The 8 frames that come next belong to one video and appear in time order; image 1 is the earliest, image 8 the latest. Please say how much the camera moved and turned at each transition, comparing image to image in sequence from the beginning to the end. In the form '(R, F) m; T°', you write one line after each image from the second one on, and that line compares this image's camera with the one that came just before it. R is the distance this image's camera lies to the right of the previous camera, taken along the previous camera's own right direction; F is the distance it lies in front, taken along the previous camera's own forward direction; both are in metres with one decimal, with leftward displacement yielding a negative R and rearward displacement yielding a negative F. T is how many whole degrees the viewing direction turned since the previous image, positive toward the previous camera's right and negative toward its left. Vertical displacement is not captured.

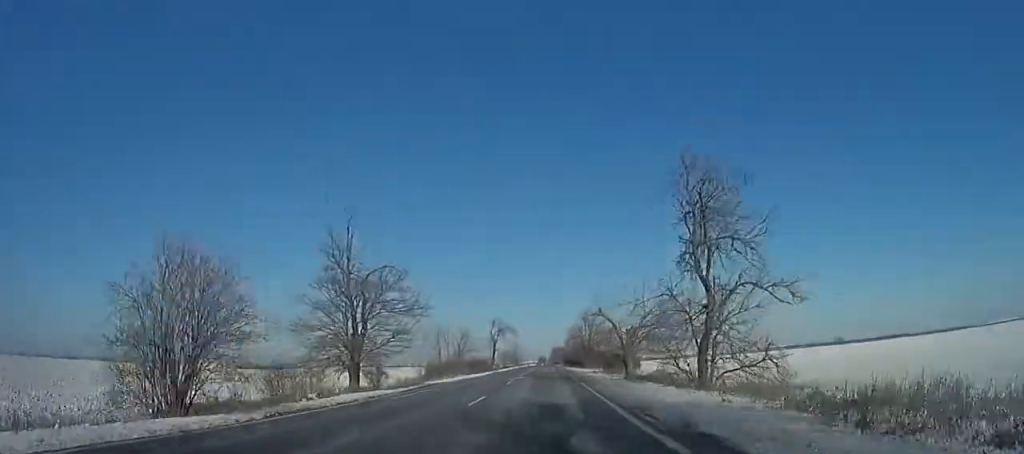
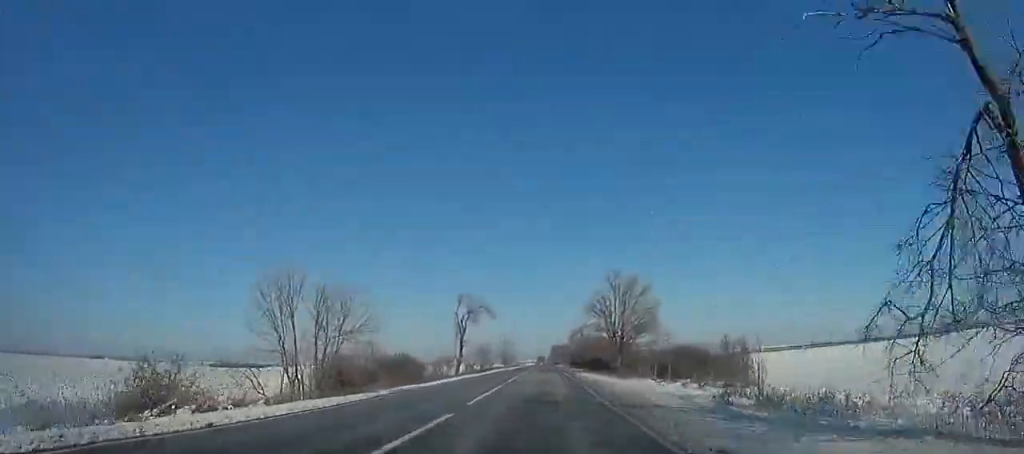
(-0.1, +35.5) m; +1°
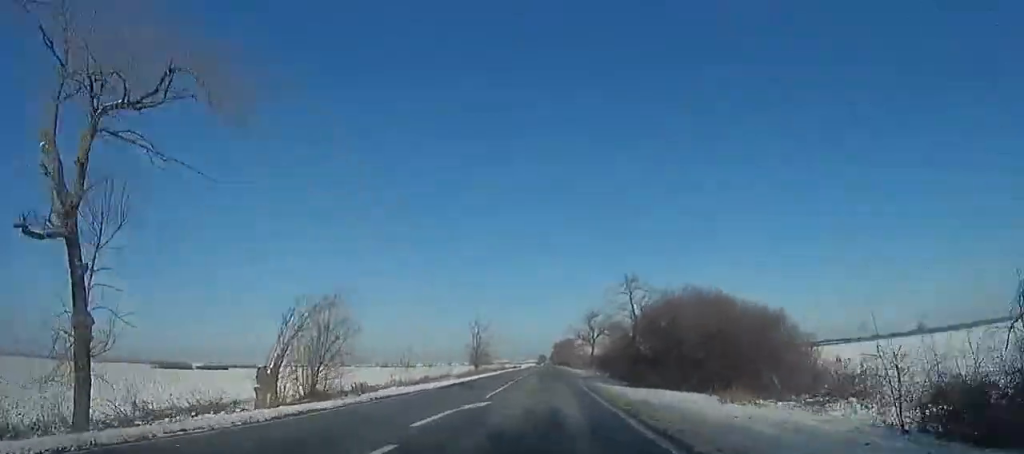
(+1.1, +51.7) m; +1°
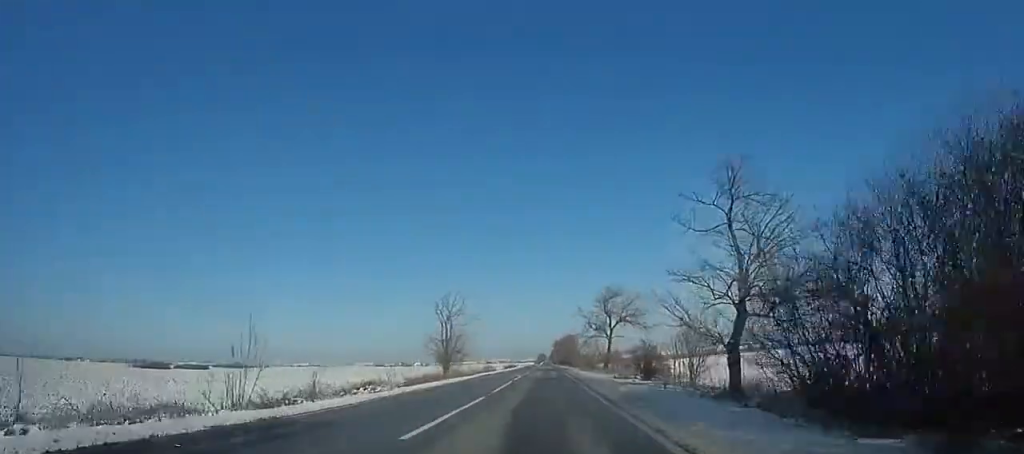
(0.0, +21.8) m; -1°
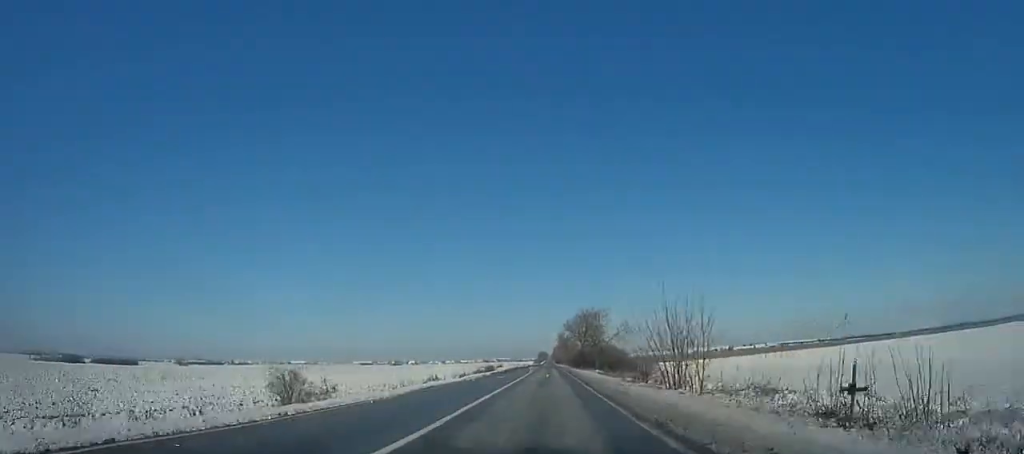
(-1.1, +69.5) m; -1°
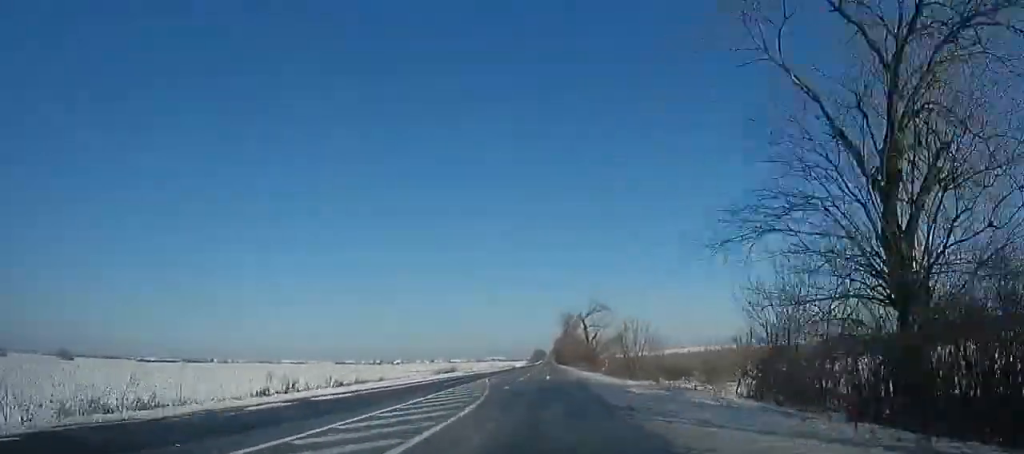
(+0.2, +89.2) m; 0°
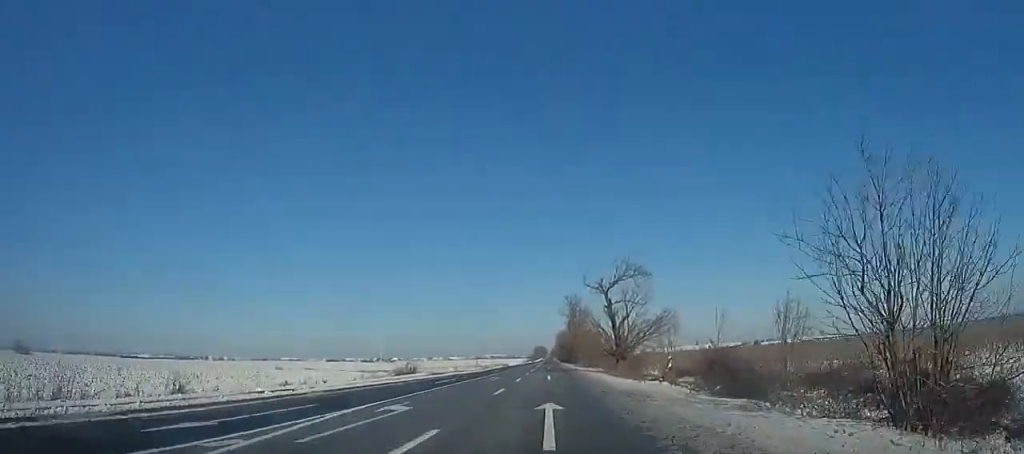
(0.0, +28.6) m; 0°
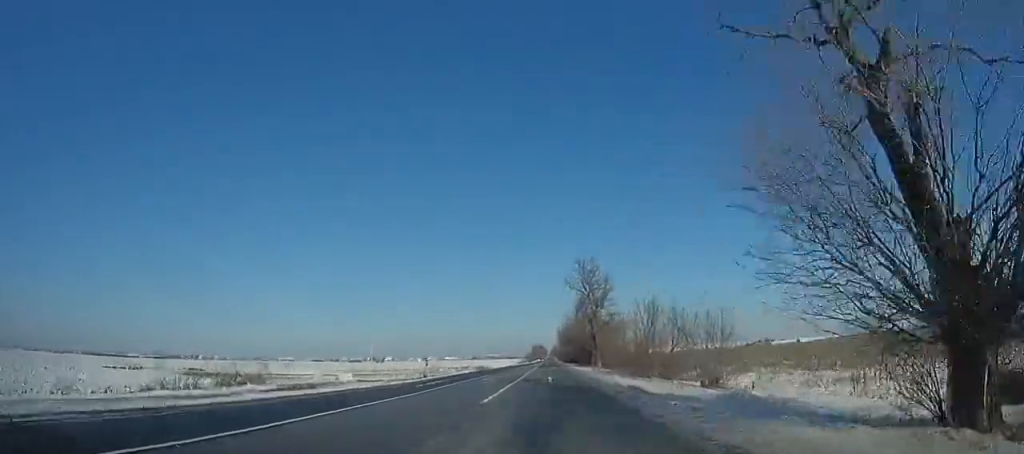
(+0.6, +39.4) m; 0°
